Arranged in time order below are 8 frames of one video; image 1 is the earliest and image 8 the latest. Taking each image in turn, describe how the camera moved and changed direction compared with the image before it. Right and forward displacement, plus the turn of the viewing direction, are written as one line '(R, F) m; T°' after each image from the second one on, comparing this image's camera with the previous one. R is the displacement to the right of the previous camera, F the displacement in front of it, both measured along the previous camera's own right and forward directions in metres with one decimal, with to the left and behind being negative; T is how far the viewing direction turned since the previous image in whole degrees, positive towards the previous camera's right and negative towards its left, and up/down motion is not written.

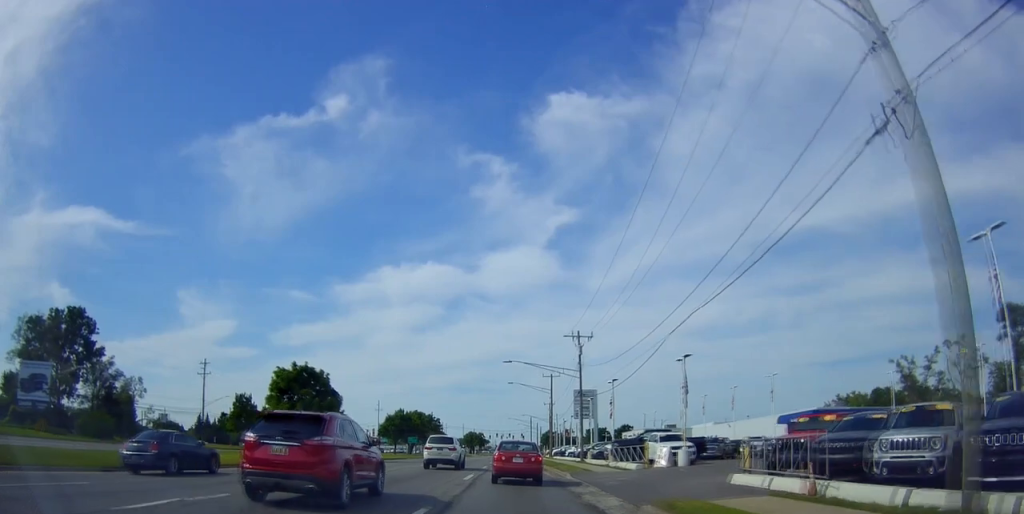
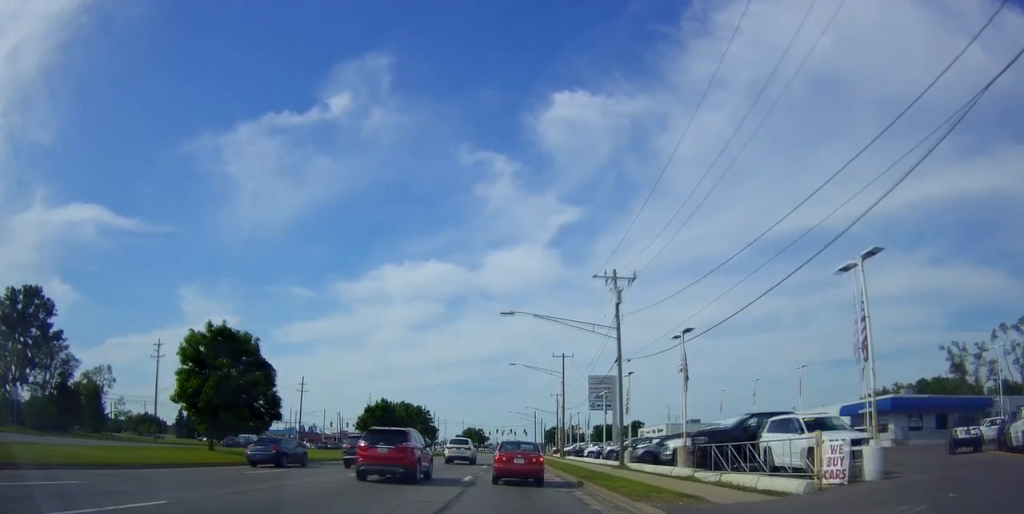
(+0.3, +16.4) m; +4°
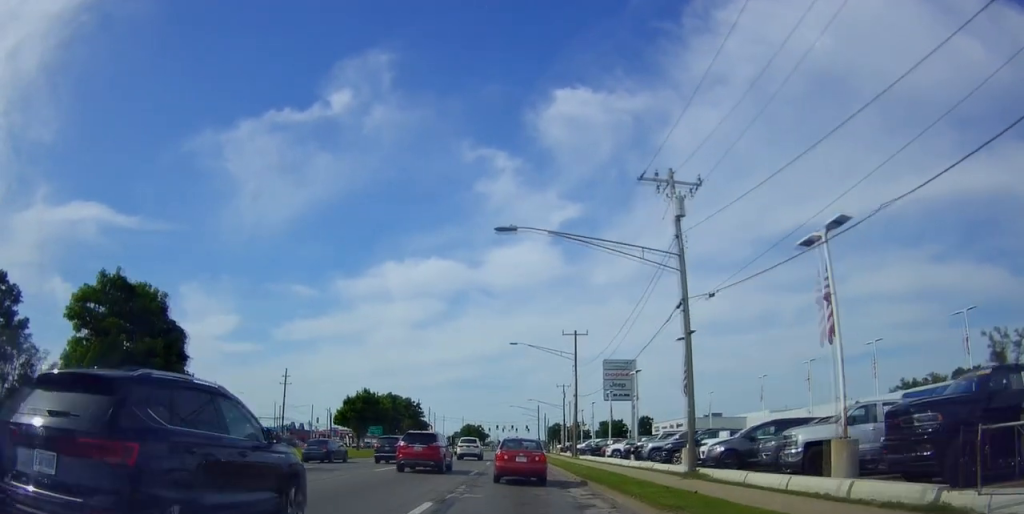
(+0.1, +11.8) m; +1°
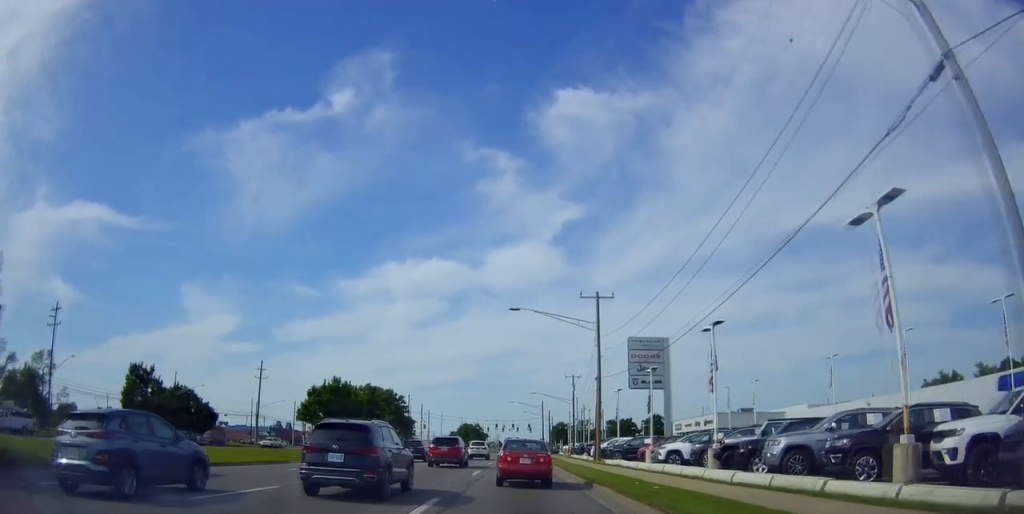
(-0.1, +14.0) m; -2°
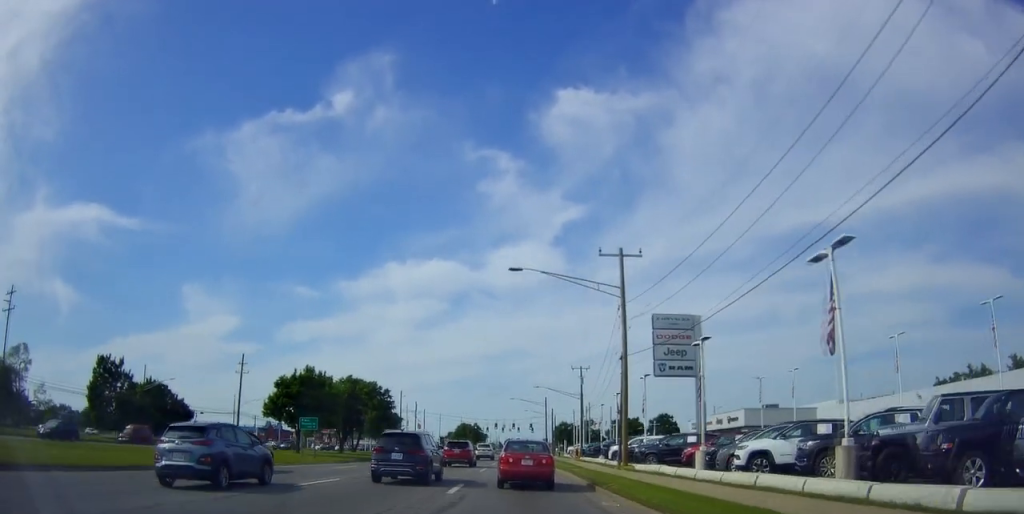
(-0.3, +9.3) m; 0°
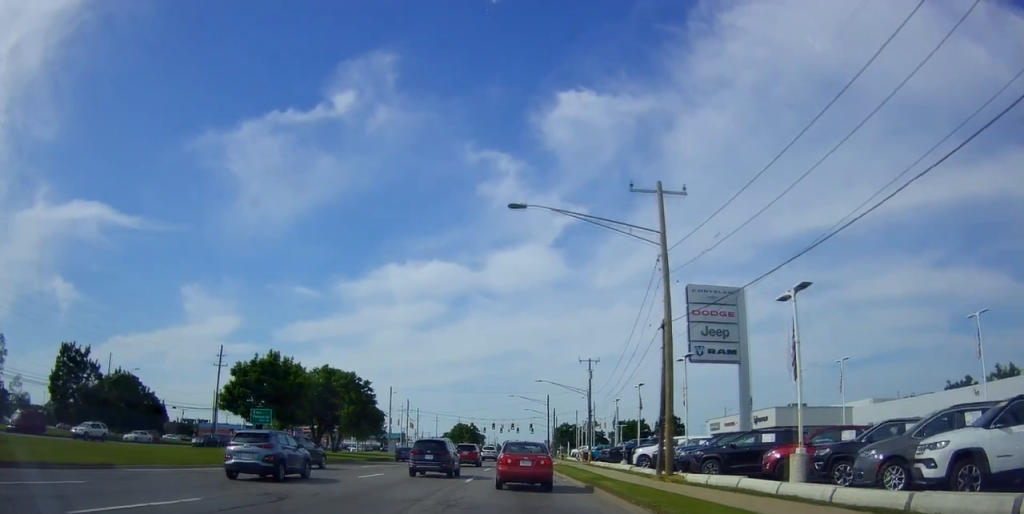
(+0.3, +9.2) m; +2°
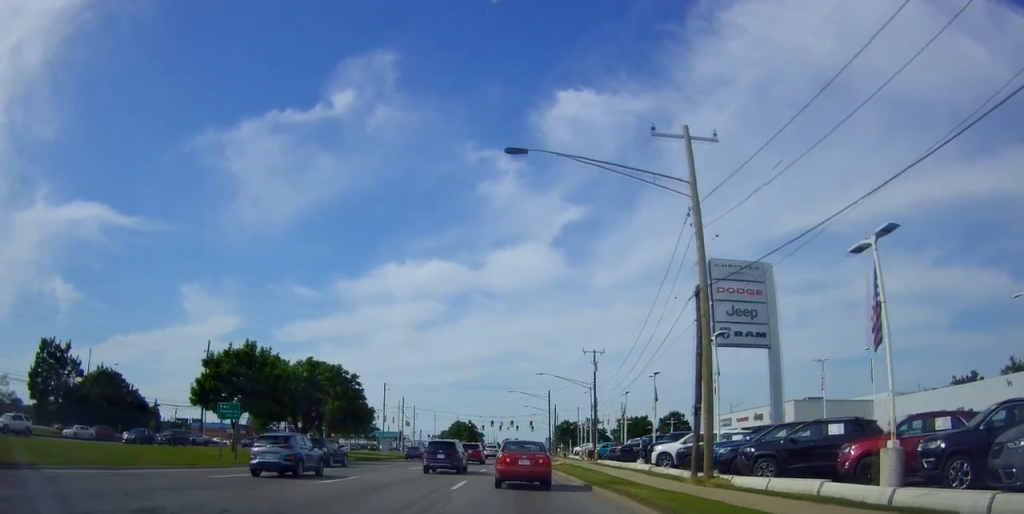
(0.0, +4.7) m; 0°
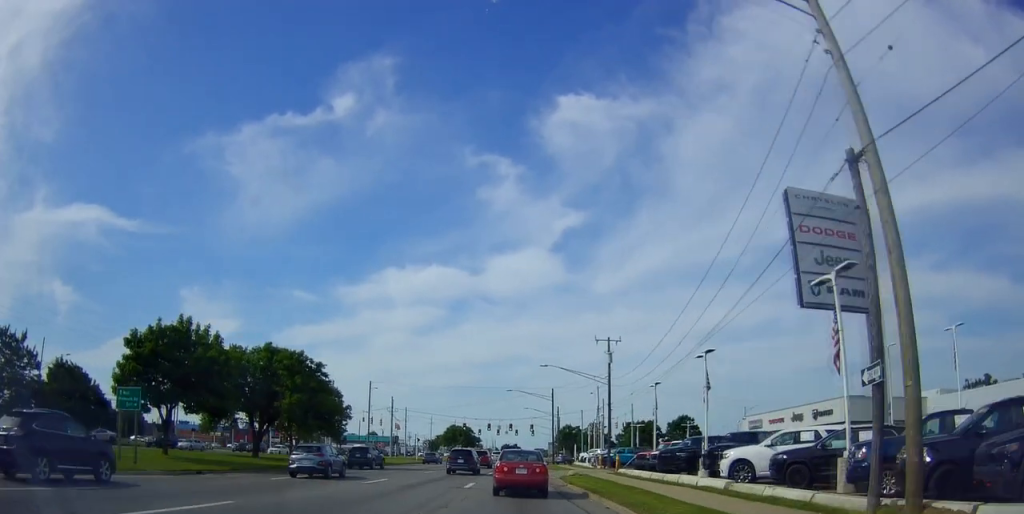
(0.0, +10.1) m; -1°
